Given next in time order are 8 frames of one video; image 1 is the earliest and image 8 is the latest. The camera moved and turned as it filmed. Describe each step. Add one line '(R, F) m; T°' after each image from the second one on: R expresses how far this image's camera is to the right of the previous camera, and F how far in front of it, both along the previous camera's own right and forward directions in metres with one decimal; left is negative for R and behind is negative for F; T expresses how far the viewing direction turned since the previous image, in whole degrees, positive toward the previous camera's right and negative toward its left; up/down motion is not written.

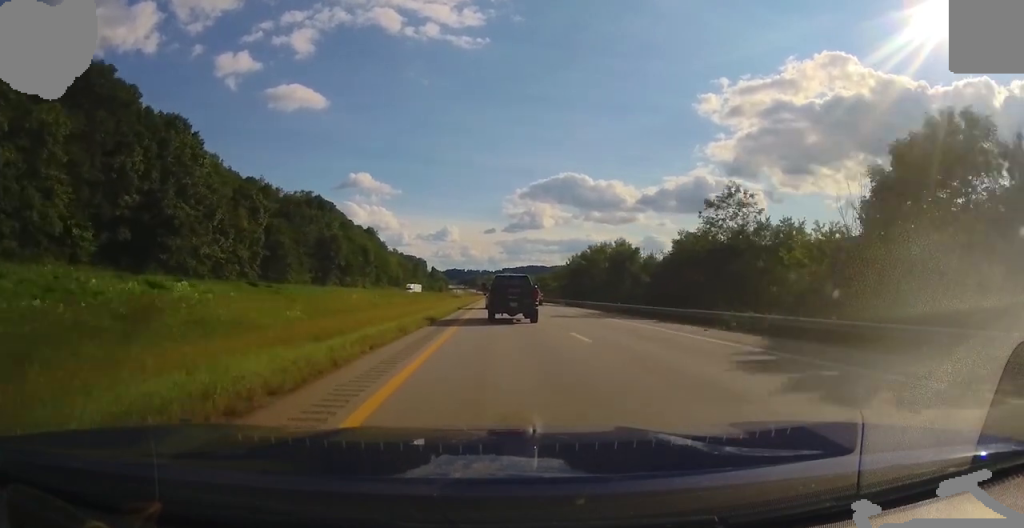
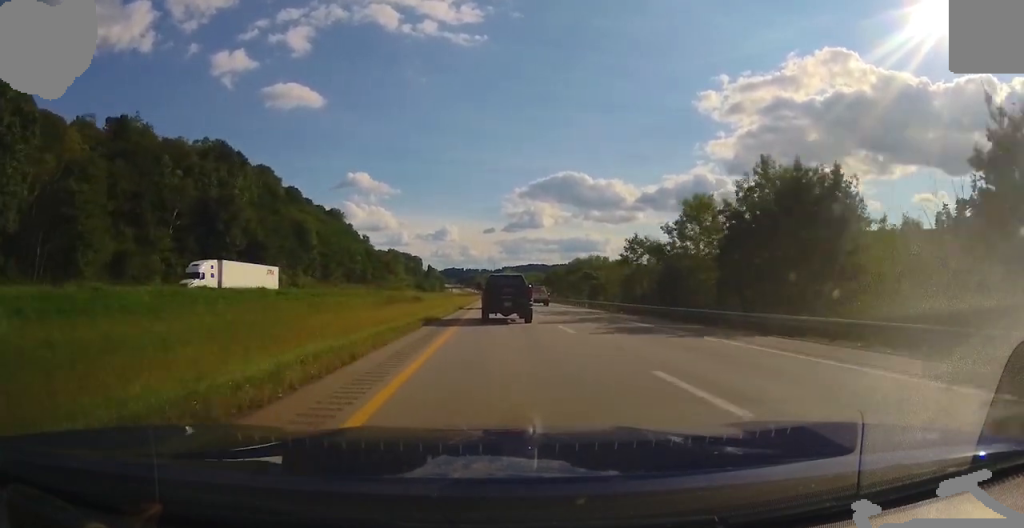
(+0.5, +70.0) m; +1°
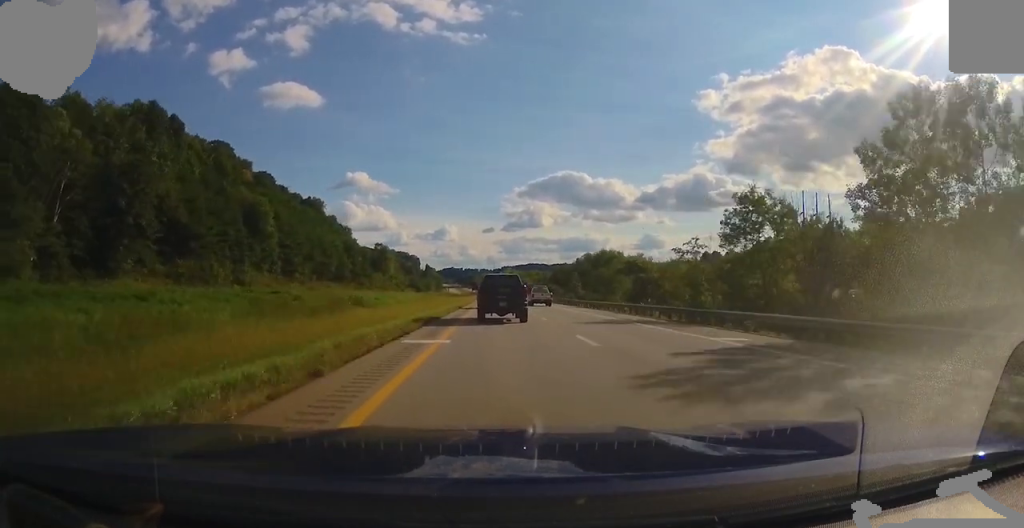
(+0.3, +28.8) m; 0°
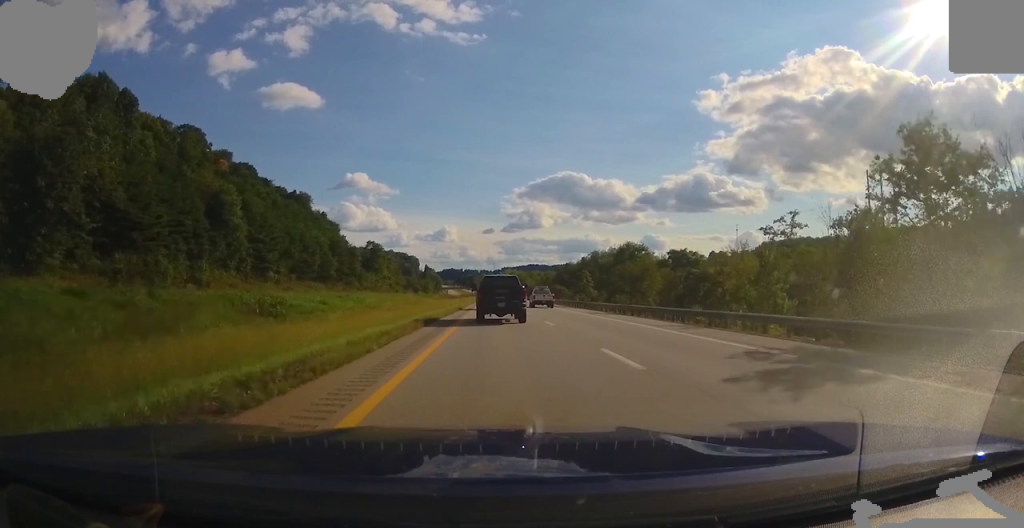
(-0.2, +16.1) m; -1°
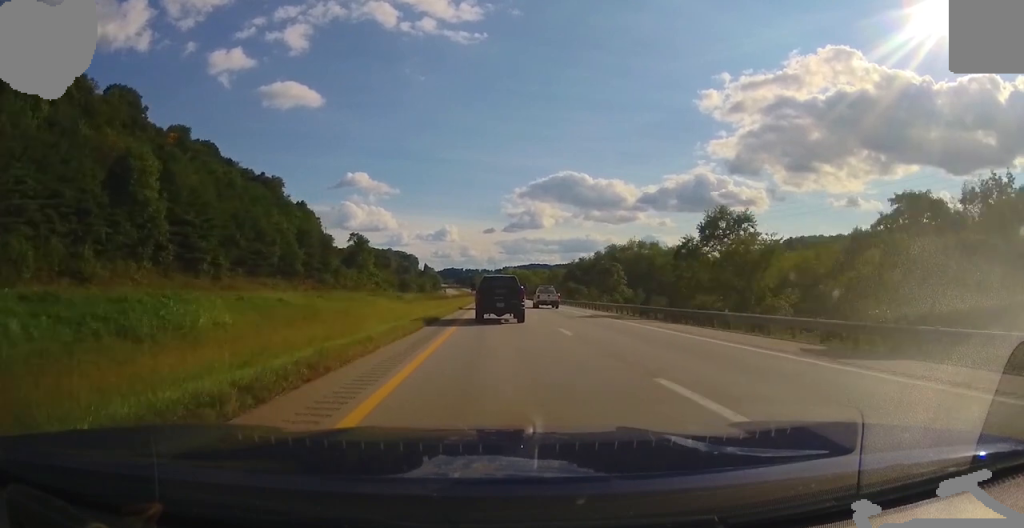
(-0.2, +29.0) m; -1°
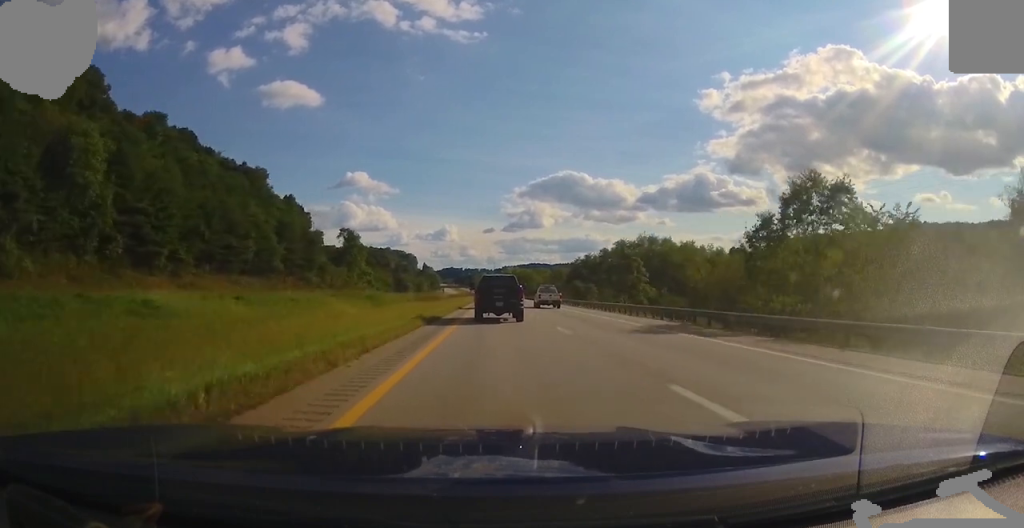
(0.0, +12.9) m; 0°
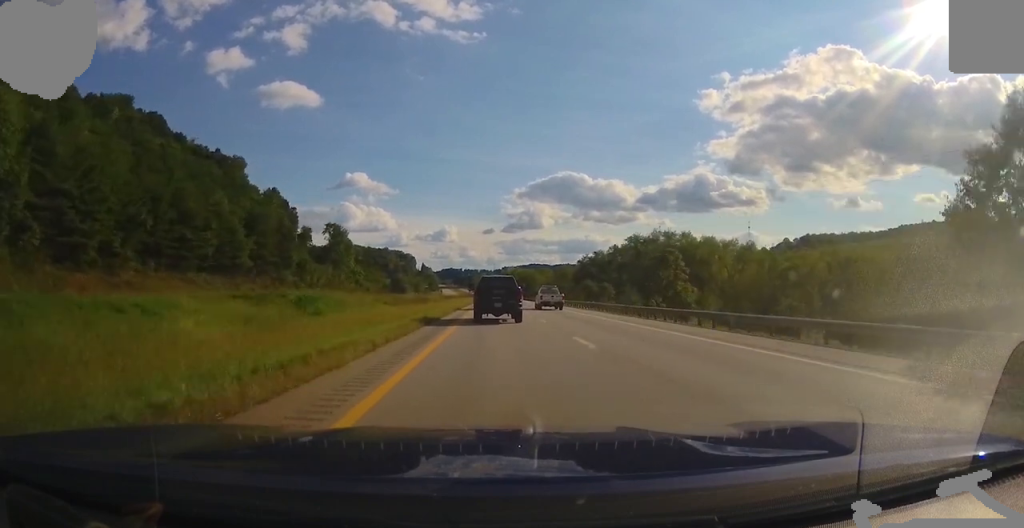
(0.0, +16.2) m; 0°
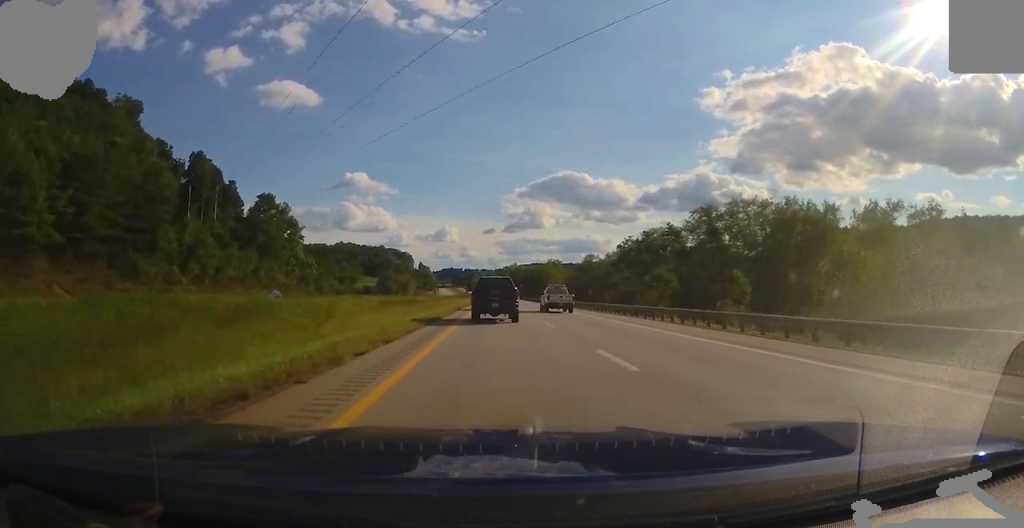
(+0.1, +53.1) m; 0°
